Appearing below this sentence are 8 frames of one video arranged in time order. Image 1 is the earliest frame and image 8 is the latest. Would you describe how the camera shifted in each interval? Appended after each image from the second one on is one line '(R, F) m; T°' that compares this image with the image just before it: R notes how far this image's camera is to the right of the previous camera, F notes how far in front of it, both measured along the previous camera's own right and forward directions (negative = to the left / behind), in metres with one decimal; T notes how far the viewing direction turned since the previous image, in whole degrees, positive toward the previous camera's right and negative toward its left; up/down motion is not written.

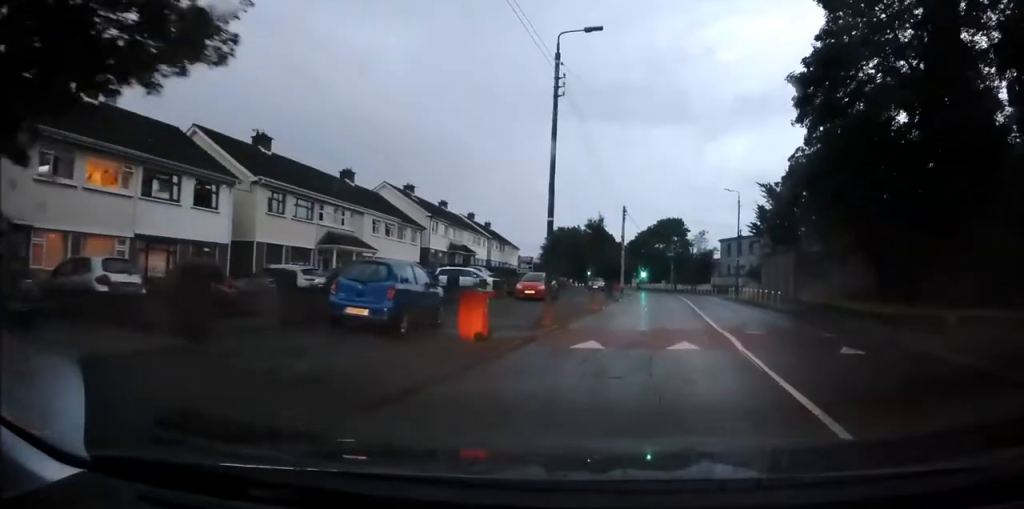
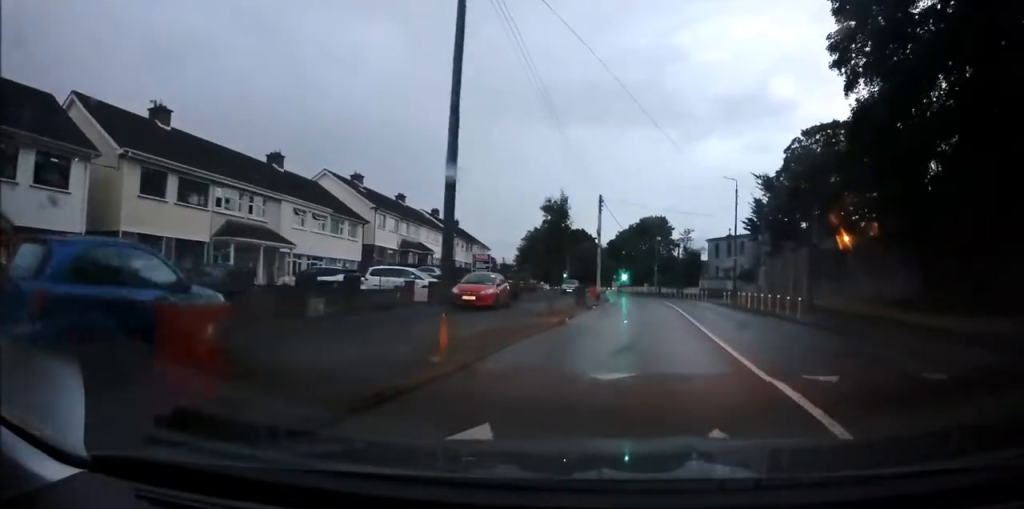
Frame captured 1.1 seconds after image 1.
(+0.2, +7.3) m; +3°
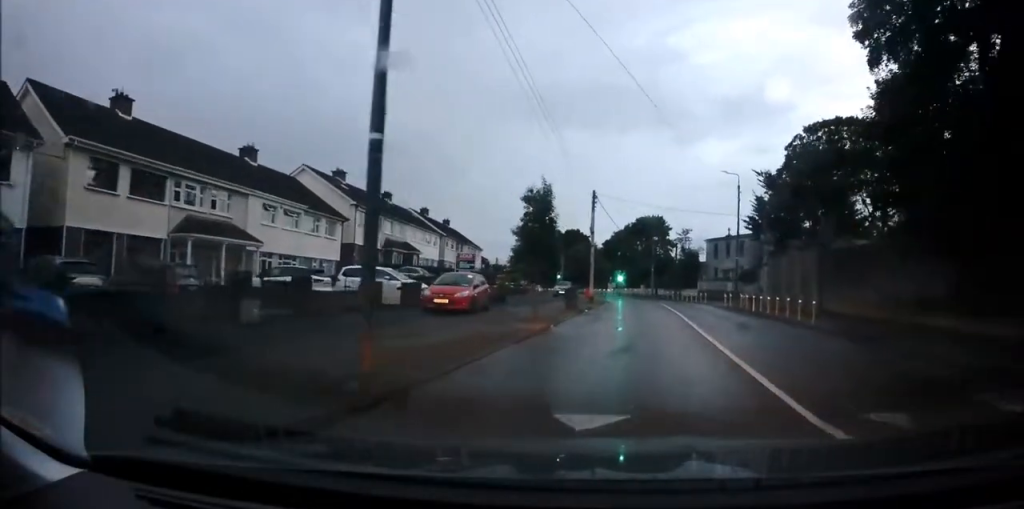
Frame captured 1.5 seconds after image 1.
(+0.2, +2.6) m; 0°
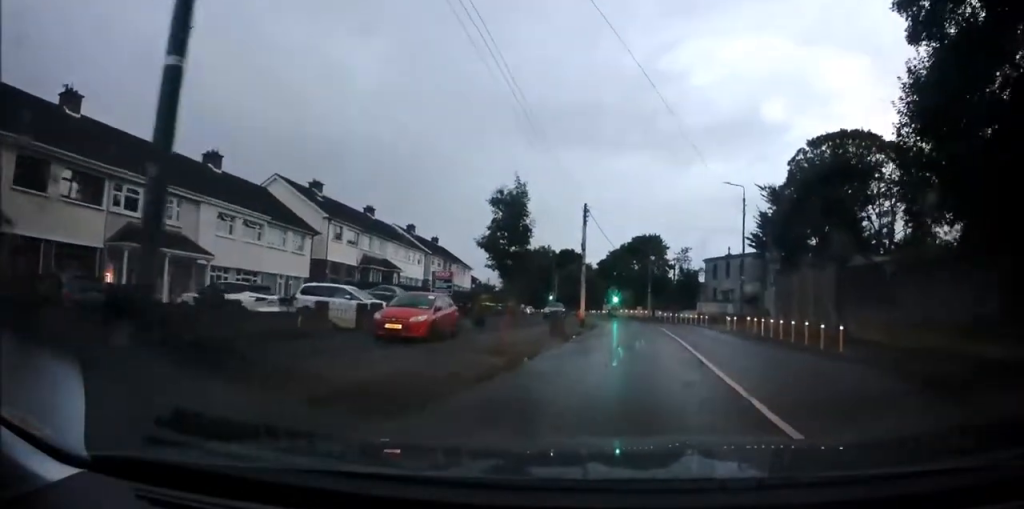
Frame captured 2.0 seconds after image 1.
(+0.1, +3.5) m; -1°
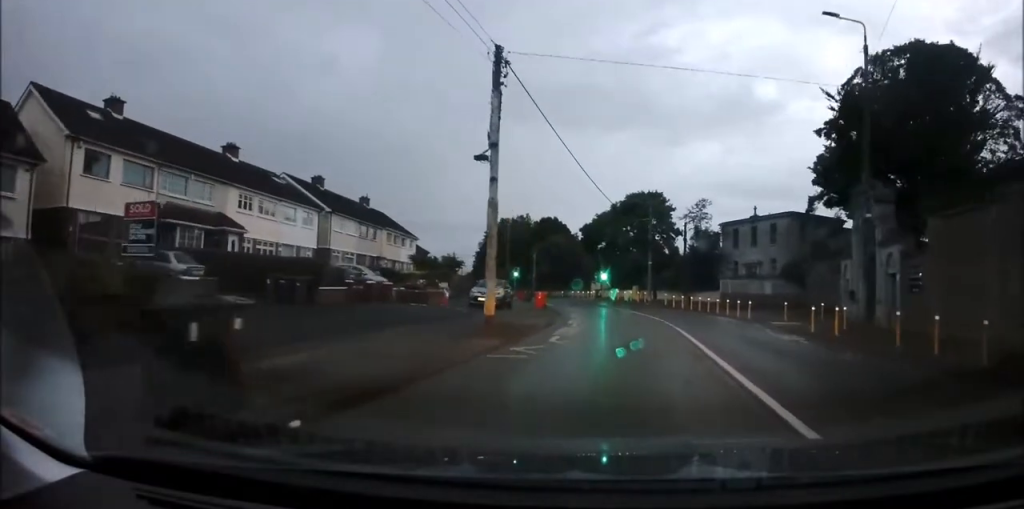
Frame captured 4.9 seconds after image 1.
(-0.3, +21.2) m; 0°
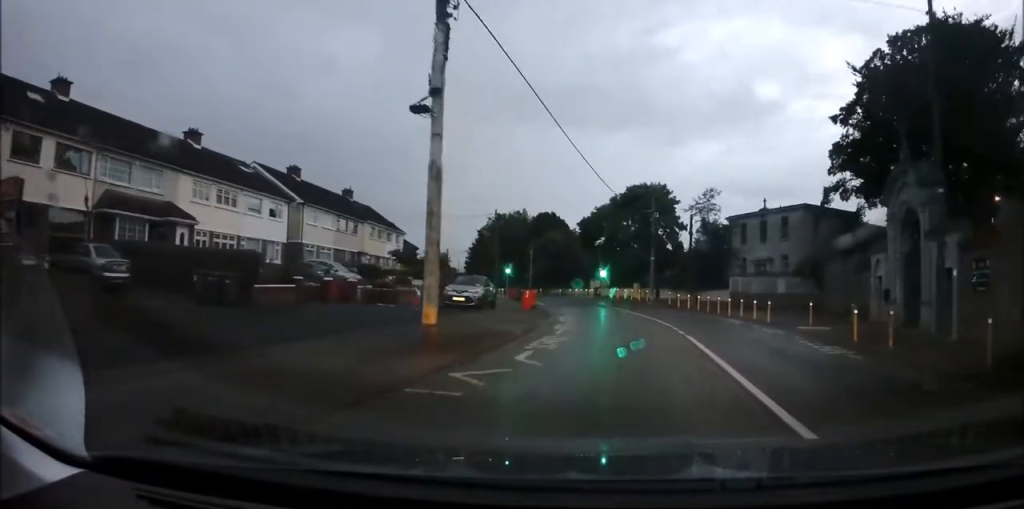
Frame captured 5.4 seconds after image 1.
(-0.1, +4.2) m; -2°
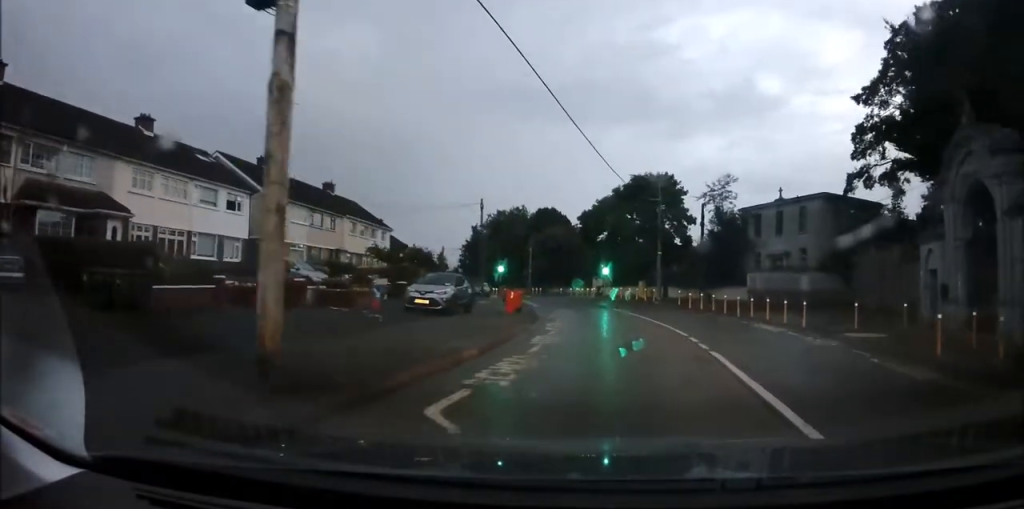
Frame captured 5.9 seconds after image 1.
(0.0, +4.8) m; -2°
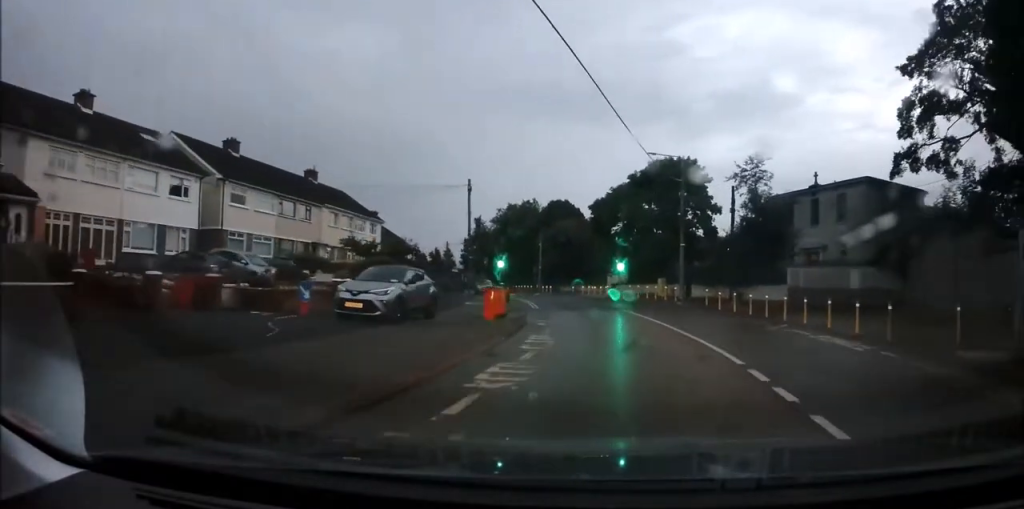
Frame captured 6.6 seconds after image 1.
(-0.3, +6.2) m; -2°
